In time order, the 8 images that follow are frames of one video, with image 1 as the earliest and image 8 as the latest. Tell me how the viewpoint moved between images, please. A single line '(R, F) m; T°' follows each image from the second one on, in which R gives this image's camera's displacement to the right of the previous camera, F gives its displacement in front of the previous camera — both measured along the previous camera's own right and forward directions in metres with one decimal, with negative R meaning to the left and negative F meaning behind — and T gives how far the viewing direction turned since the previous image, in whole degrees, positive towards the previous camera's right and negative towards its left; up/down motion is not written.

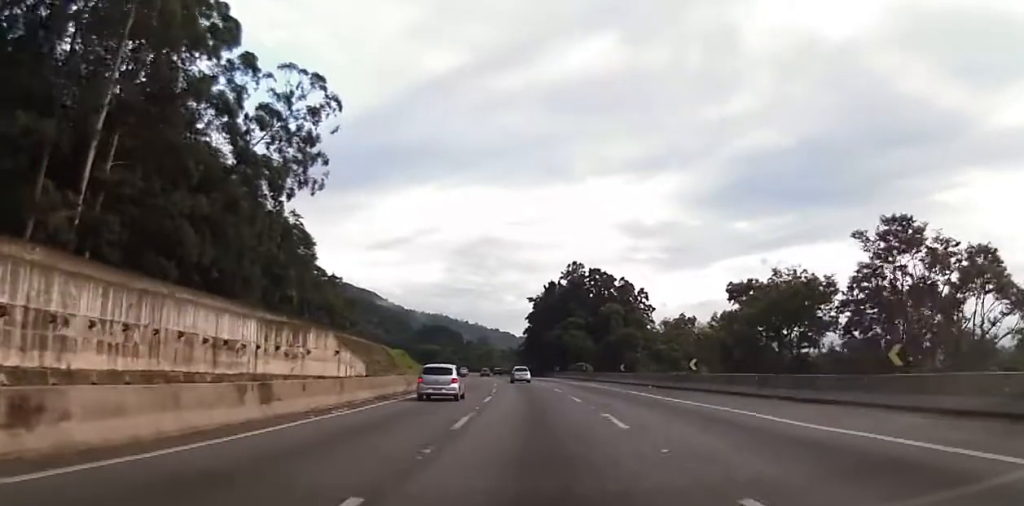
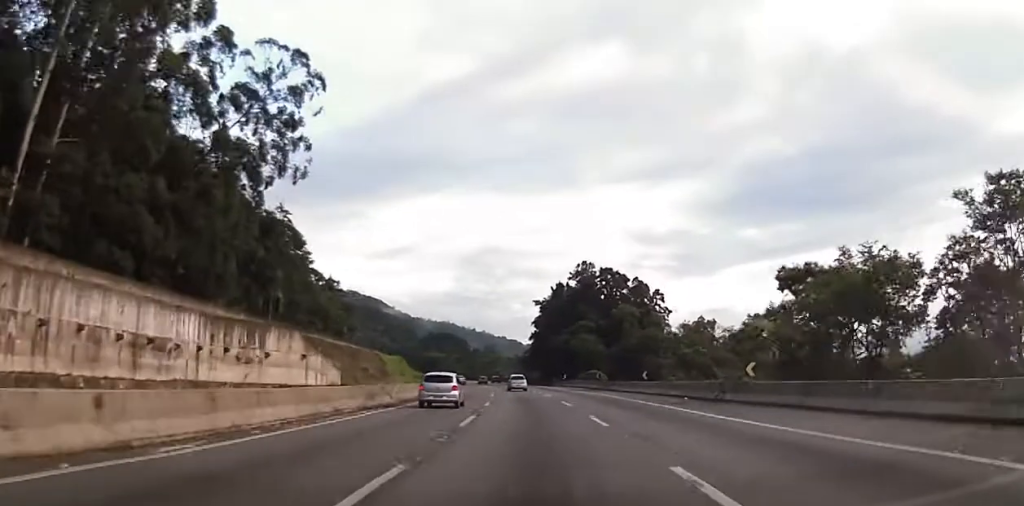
(0.0, +9.7) m; -1°
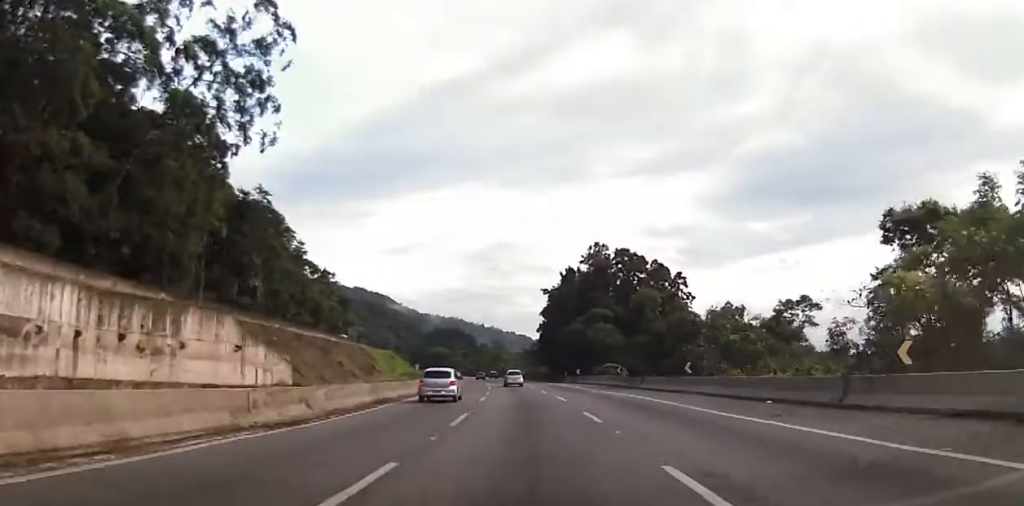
(-0.1, +12.4) m; -2°
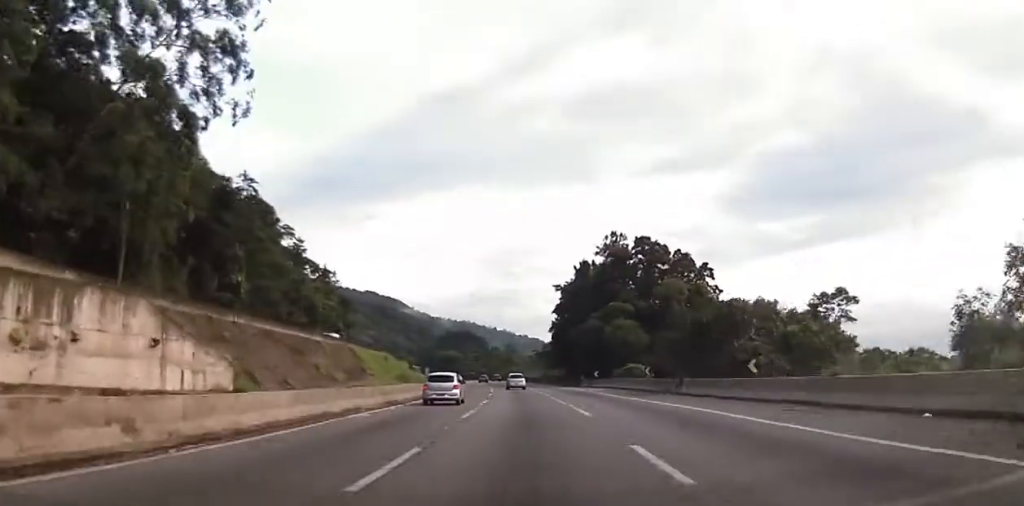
(-0.1, +9.7) m; -1°
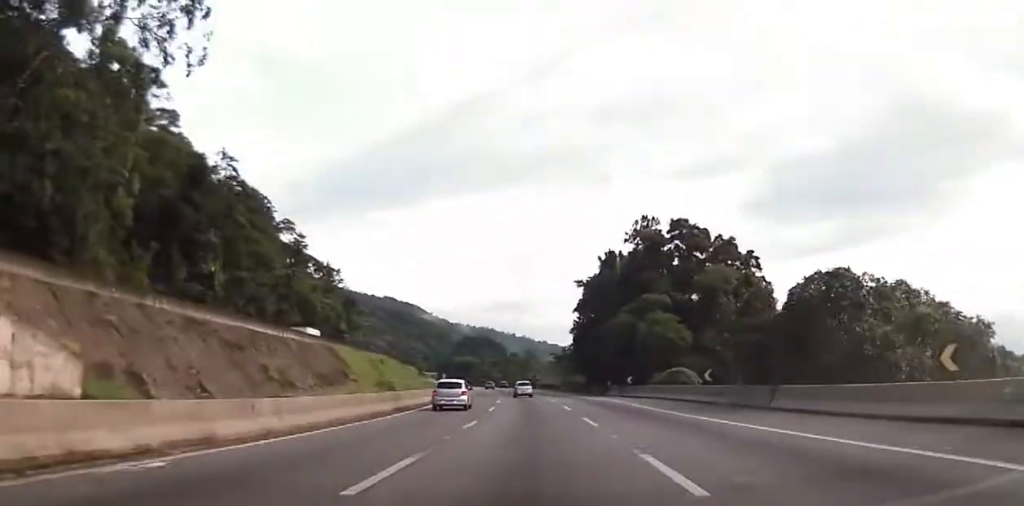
(-0.5, +12.9) m; -1°
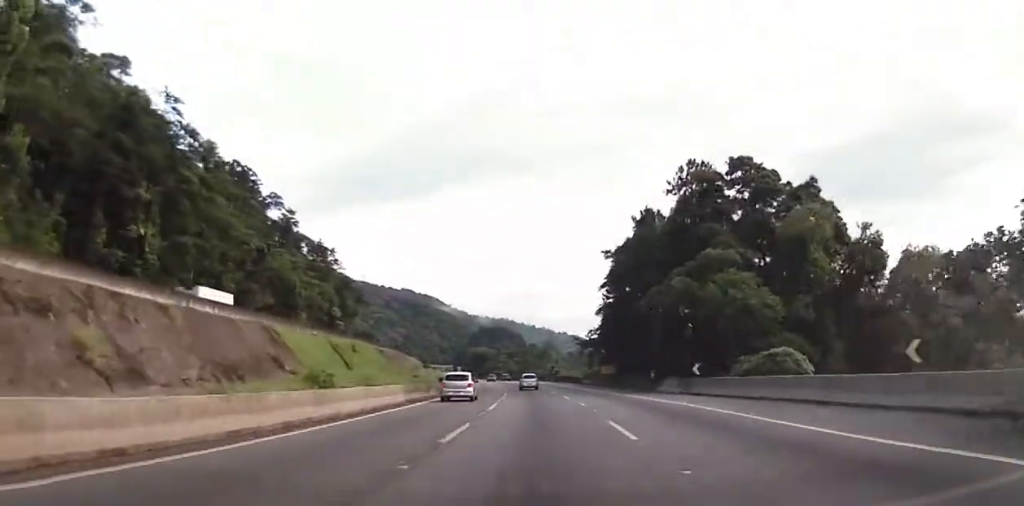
(+0.3, +18.9) m; -1°
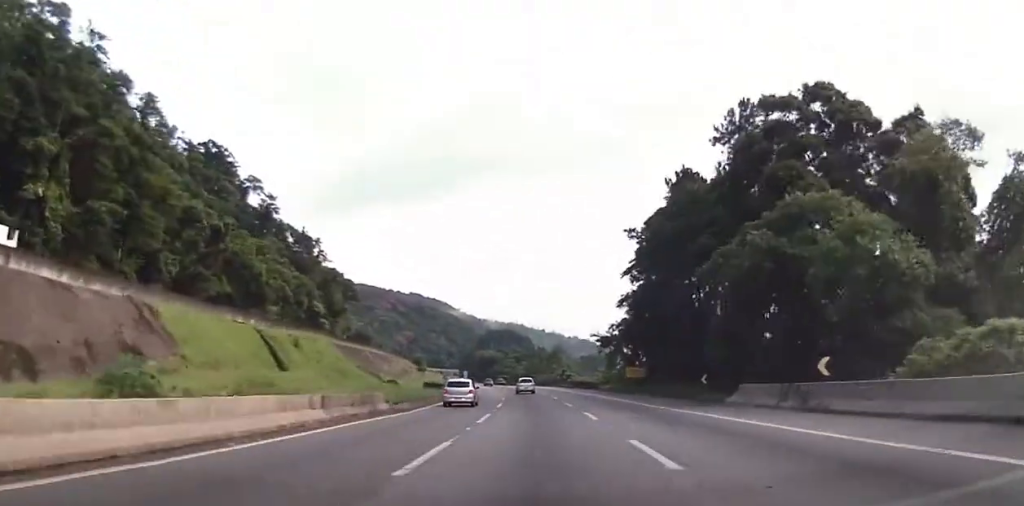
(-0.4, +16.4) m; -1°
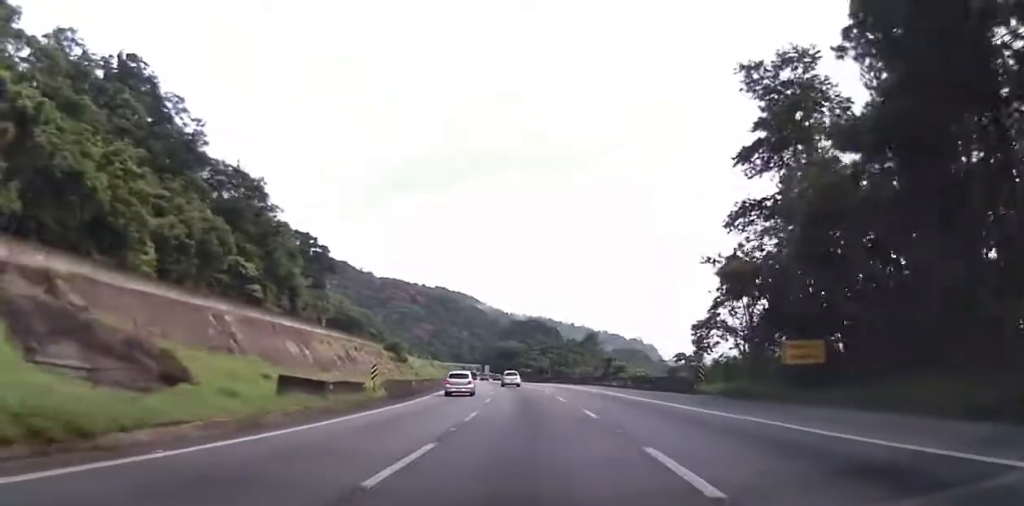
(-0.3, +39.7) m; -2°
